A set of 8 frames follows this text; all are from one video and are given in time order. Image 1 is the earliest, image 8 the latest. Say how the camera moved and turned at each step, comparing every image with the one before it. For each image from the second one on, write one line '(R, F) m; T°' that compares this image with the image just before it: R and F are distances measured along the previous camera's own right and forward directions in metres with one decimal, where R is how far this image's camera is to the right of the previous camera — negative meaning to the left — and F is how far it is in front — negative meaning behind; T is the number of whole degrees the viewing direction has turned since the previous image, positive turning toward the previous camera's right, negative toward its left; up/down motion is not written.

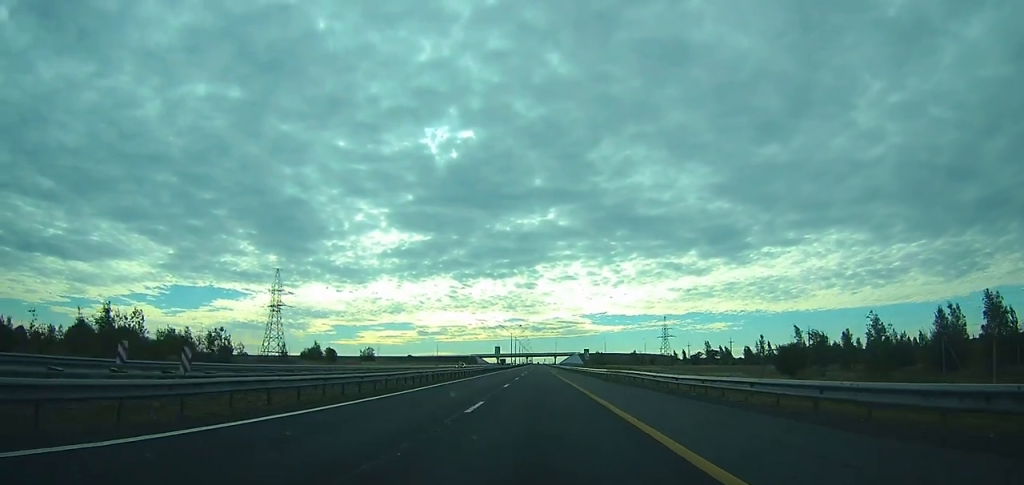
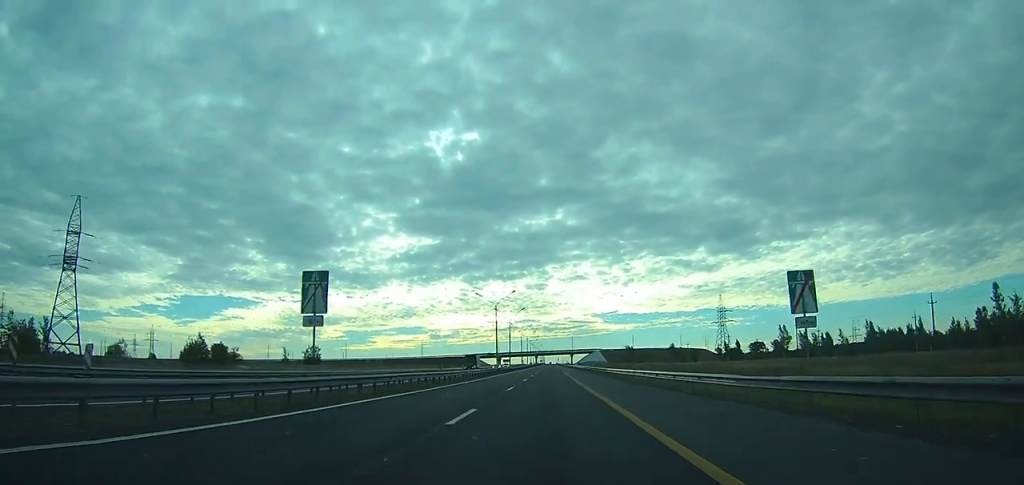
(-1.6, +83.3) m; -1°
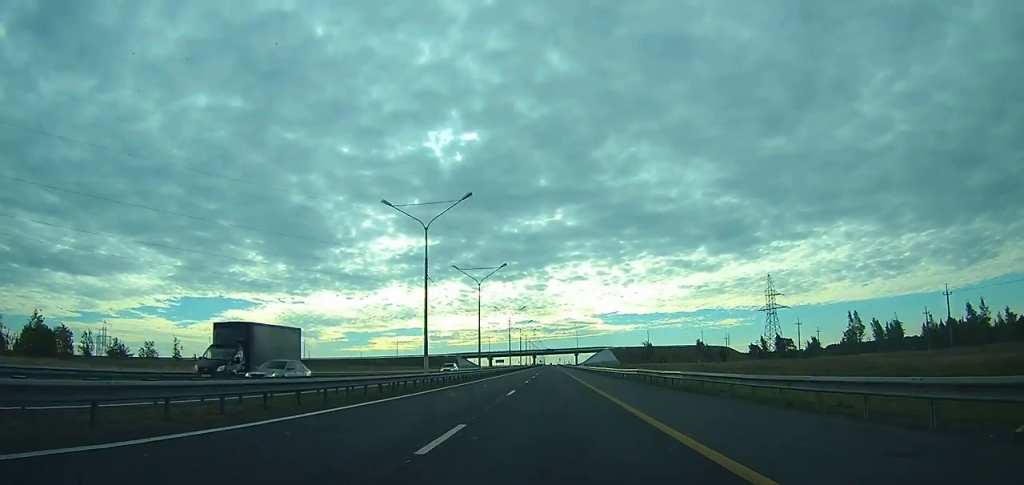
(-0.2, +51.8) m; 0°
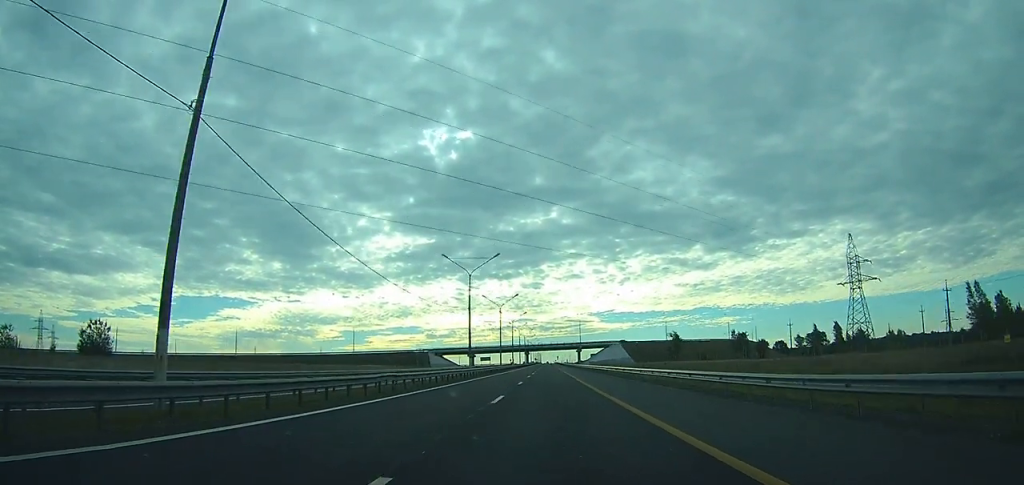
(0.0, +53.6) m; 0°
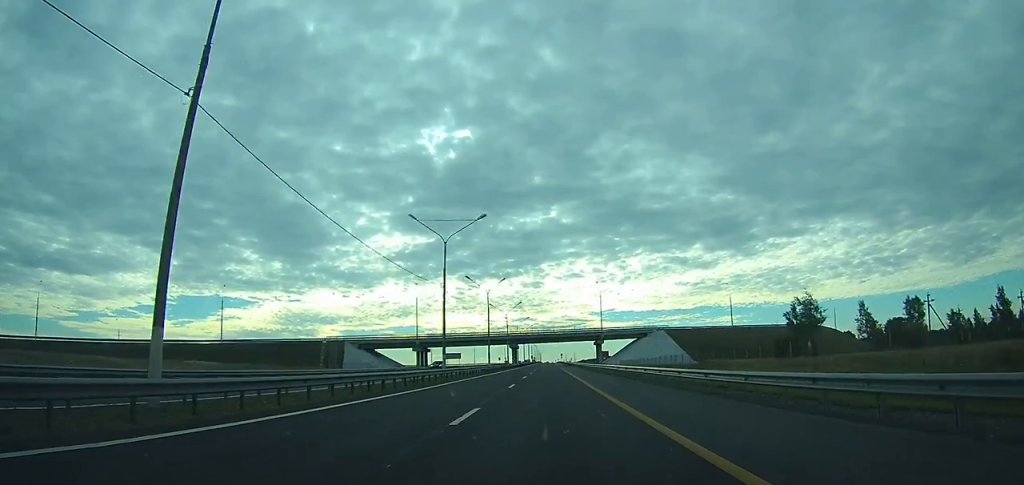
(-0.1, +86.9) m; 0°
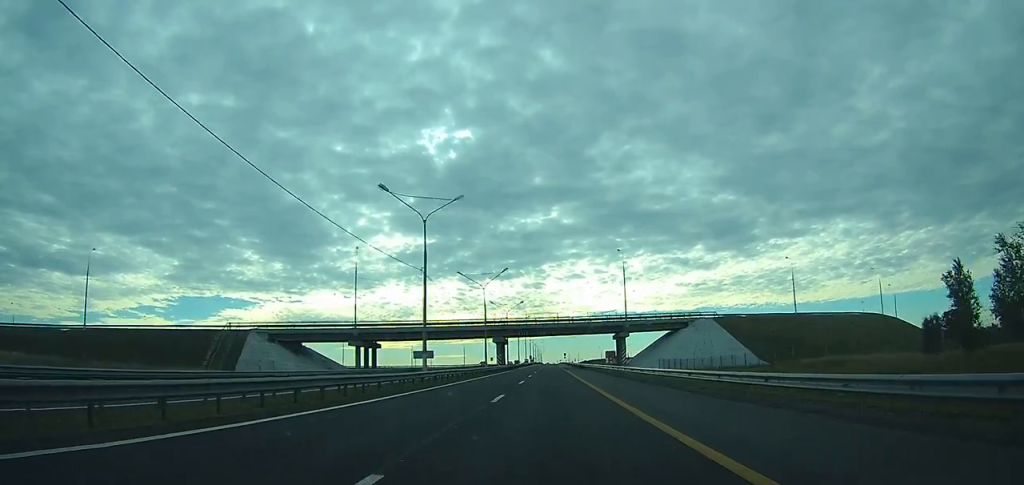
(0.0, +41.5) m; 0°
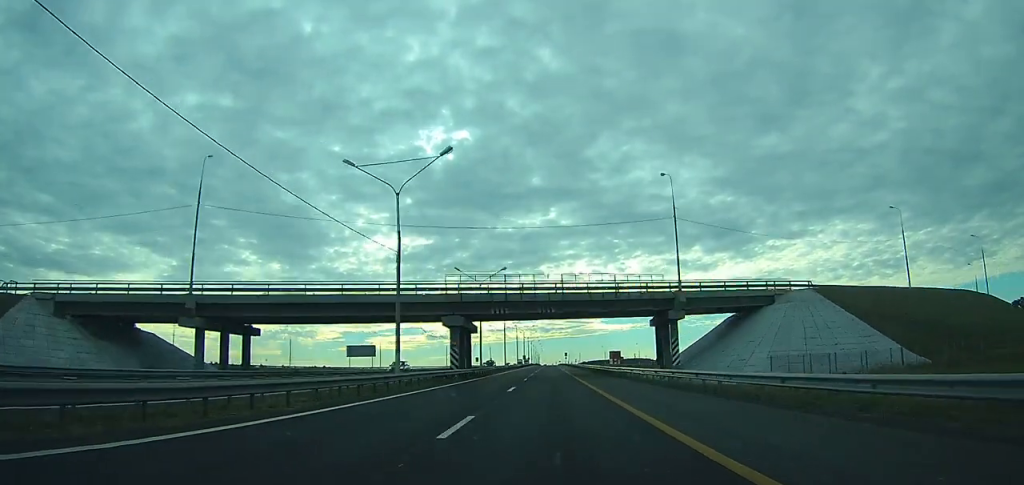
(+0.1, +40.8) m; 0°
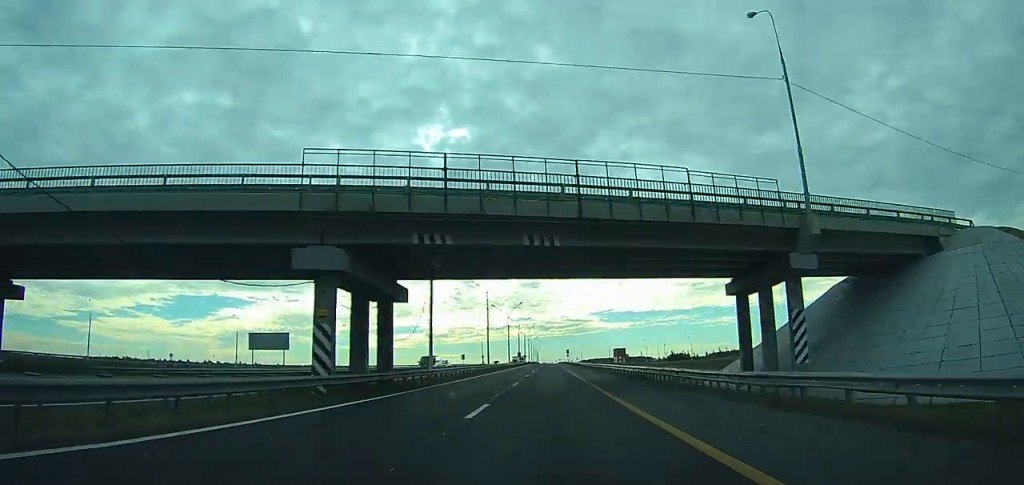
(0.0, +28.2) m; 0°
